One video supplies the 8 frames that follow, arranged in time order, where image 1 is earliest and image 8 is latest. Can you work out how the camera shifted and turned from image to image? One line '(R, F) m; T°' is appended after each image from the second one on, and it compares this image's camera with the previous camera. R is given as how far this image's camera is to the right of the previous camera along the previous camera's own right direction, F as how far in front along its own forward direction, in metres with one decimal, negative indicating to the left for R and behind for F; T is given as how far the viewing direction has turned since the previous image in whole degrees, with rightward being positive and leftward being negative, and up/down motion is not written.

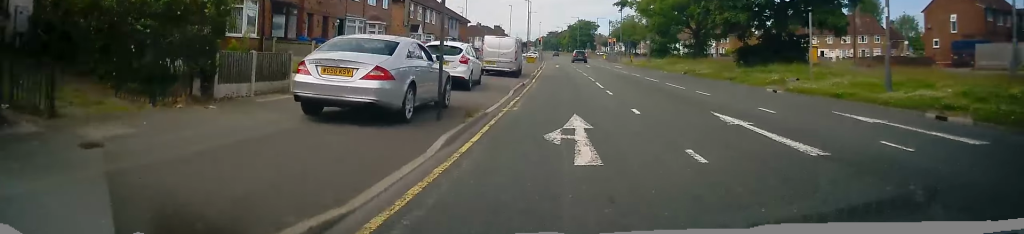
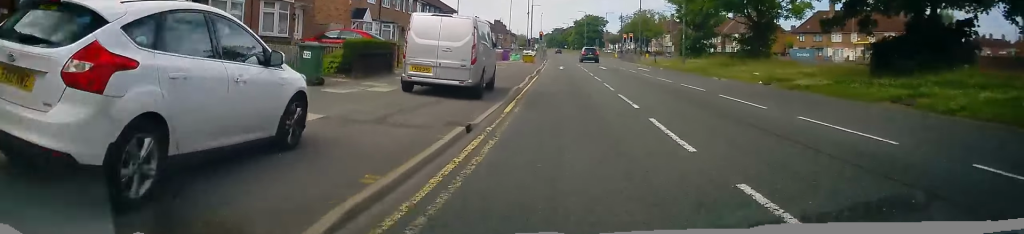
(+0.4, +15.3) m; 0°
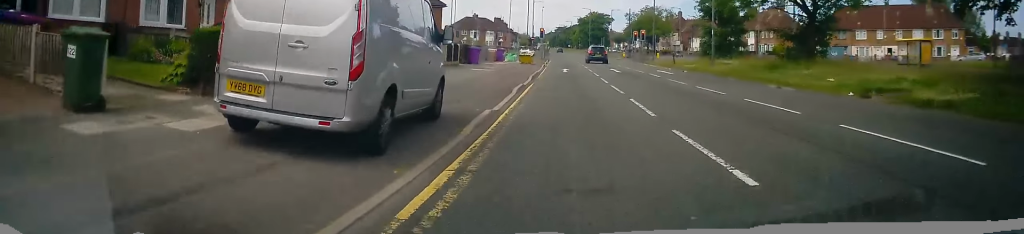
(-0.4, +8.3) m; -2°
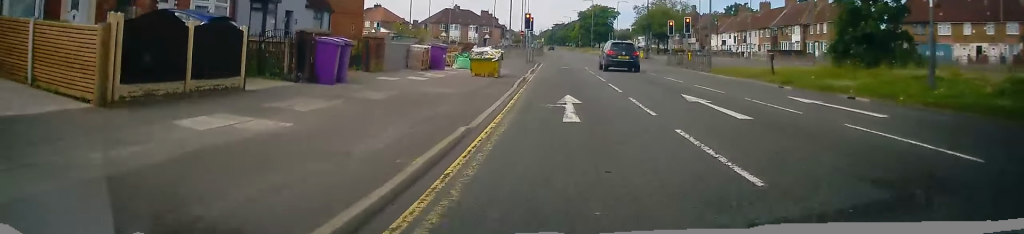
(+0.1, +24.6) m; -1°
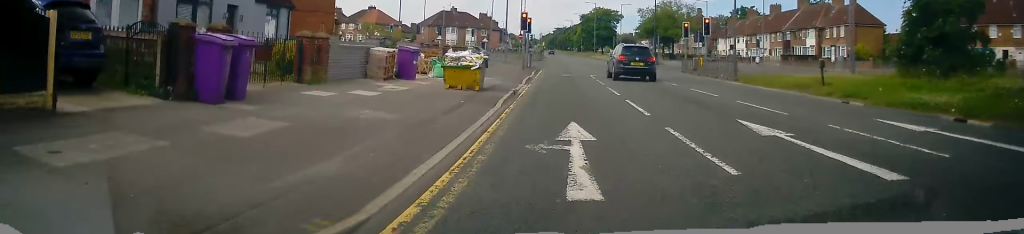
(-0.3, +5.3) m; -1°
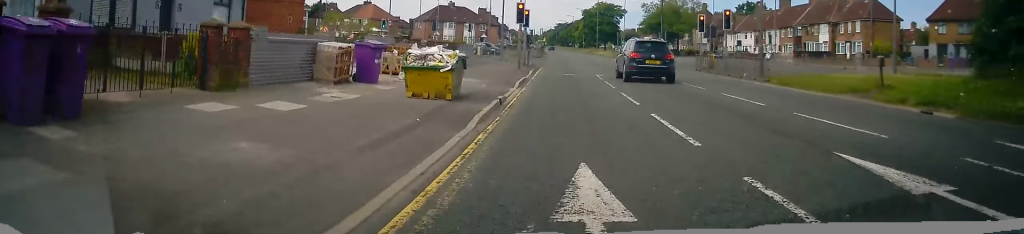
(-0.1, +4.5) m; 0°
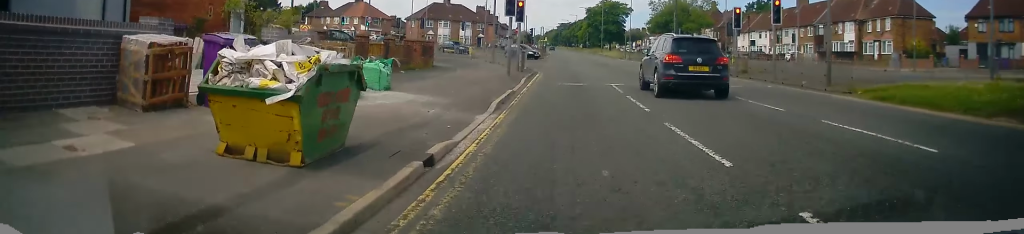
(+0.3, +7.8) m; +3°
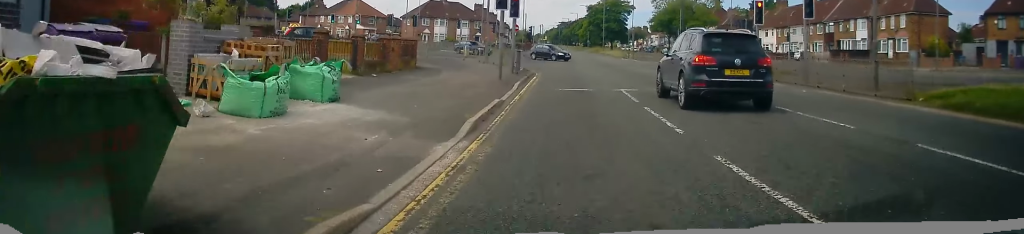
(+0.1, +3.6) m; -1°
